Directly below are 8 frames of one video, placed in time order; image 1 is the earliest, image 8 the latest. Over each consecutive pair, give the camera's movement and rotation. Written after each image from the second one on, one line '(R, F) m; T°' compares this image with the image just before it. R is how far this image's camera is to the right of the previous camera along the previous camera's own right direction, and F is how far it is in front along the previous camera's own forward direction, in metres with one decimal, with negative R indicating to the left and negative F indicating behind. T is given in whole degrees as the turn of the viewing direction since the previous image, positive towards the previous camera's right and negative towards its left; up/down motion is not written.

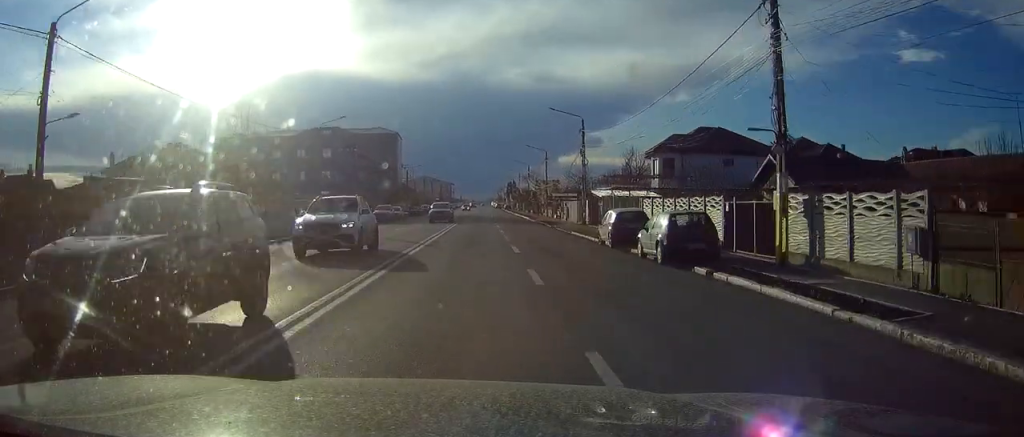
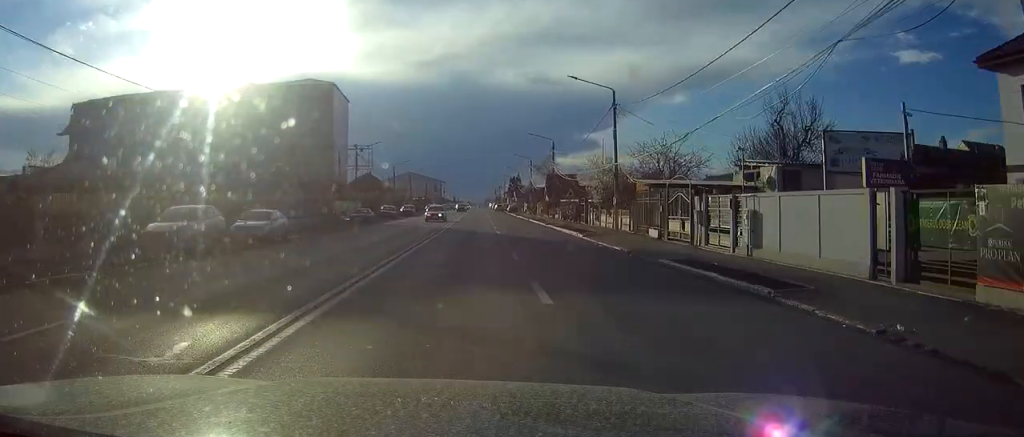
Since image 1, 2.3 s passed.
(+0.1, +47.5) m; 0°
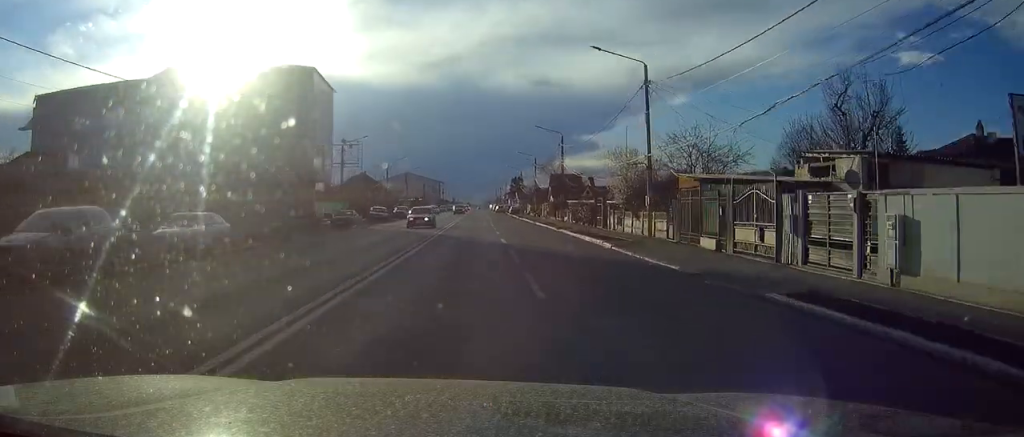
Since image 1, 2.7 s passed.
(+0.1, +8.2) m; 0°
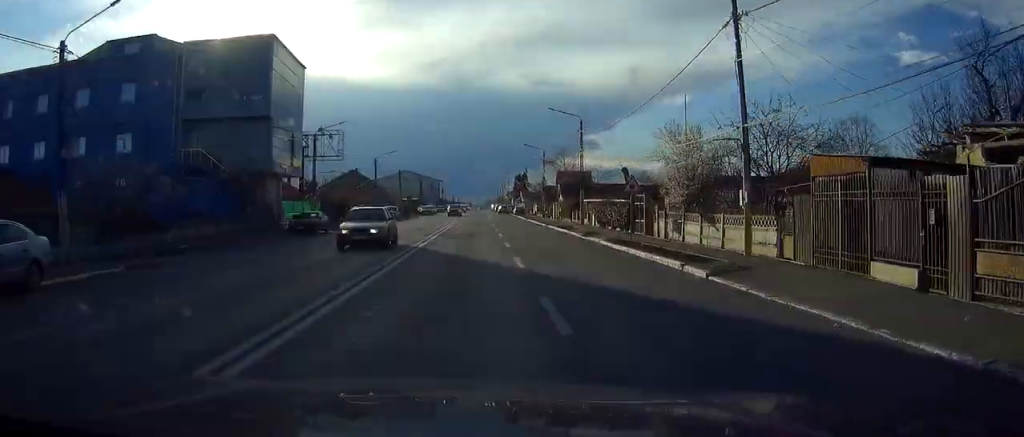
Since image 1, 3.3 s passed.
(0.0, +12.2) m; 0°
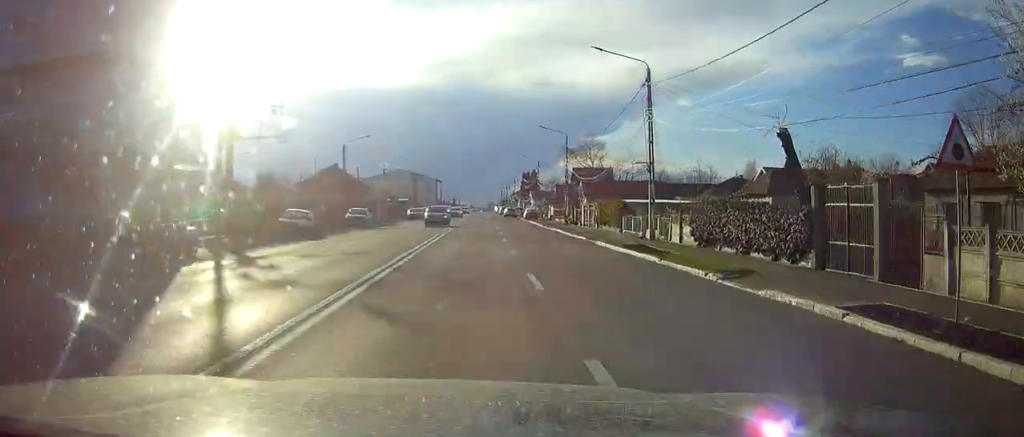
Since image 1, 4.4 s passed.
(-0.1, +21.8) m; 0°
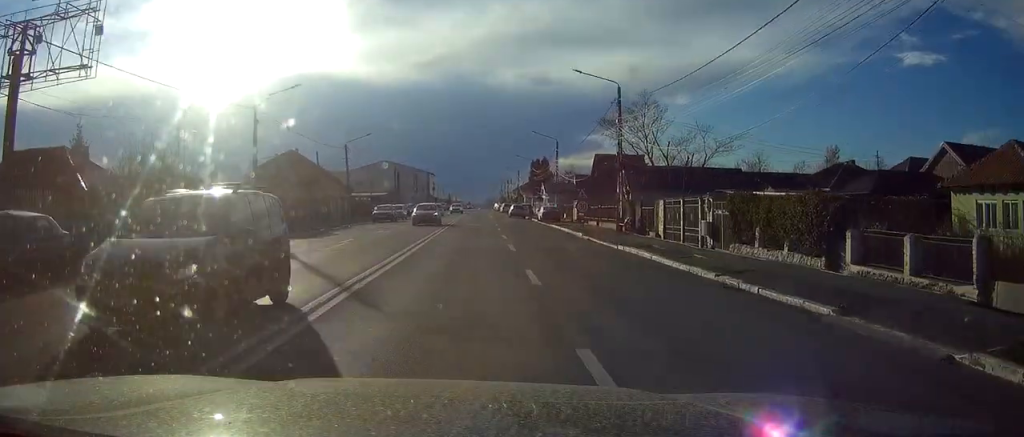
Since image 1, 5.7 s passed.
(0.0, +26.6) m; 0°
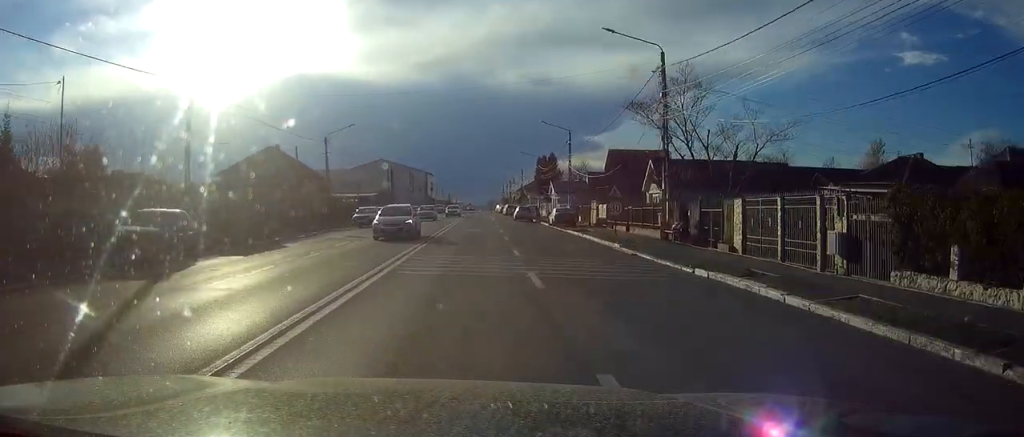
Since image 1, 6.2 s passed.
(0.0, +10.1) m; 0°
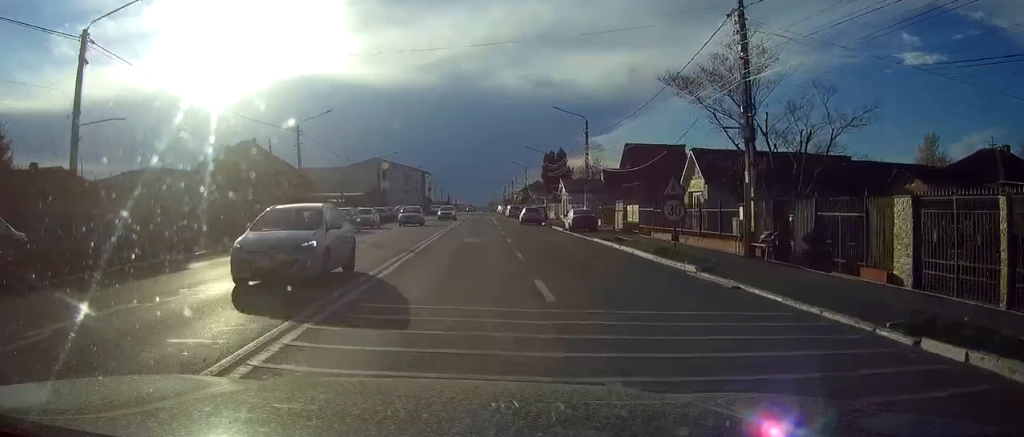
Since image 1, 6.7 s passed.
(0.0, +10.0) m; 0°
